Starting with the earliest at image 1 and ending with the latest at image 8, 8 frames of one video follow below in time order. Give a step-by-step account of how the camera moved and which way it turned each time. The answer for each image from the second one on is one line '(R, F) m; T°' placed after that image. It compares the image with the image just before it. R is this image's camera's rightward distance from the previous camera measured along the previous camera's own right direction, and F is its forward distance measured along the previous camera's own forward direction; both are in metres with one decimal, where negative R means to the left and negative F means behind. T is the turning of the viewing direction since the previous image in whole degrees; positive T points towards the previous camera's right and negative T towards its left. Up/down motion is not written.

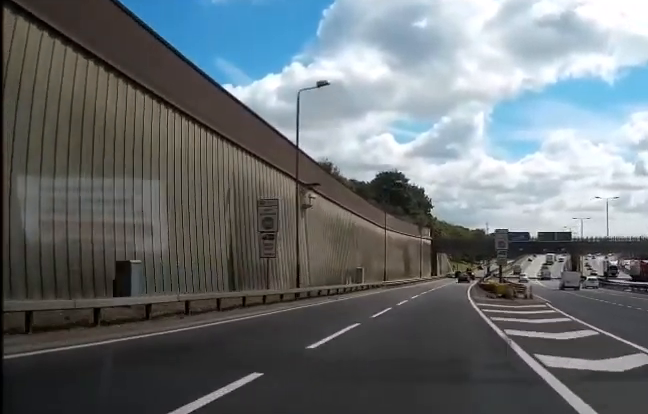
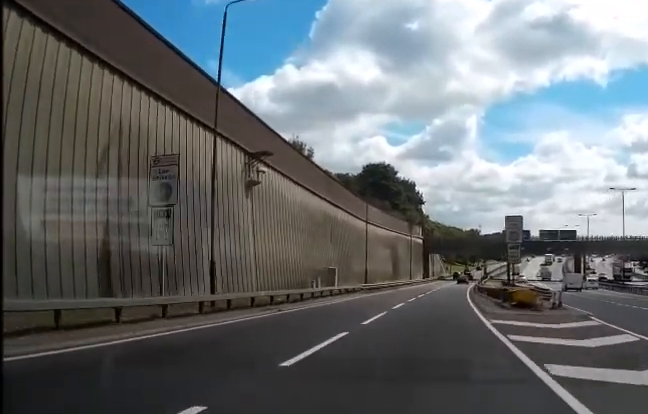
(0.0, +10.9) m; 0°
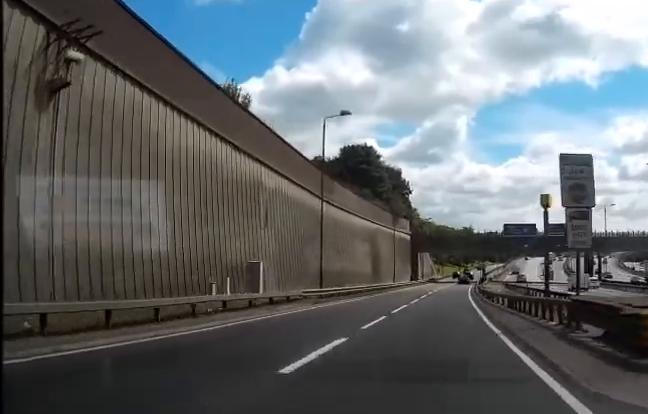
(0.0, +17.3) m; +1°
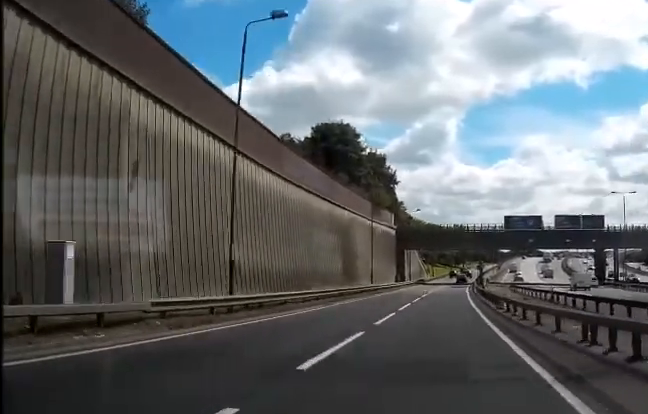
(0.0, +14.8) m; +1°
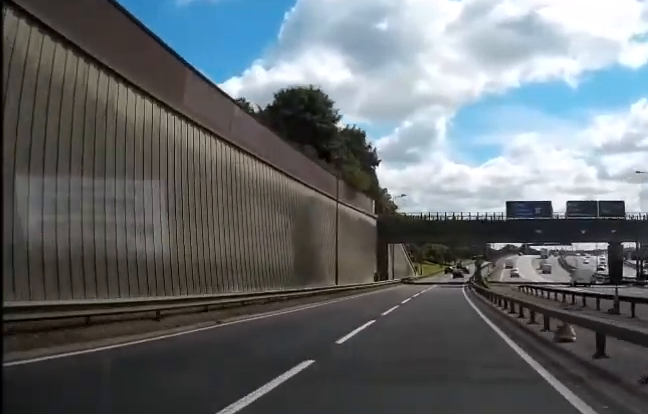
(+0.4, +14.8) m; +1°
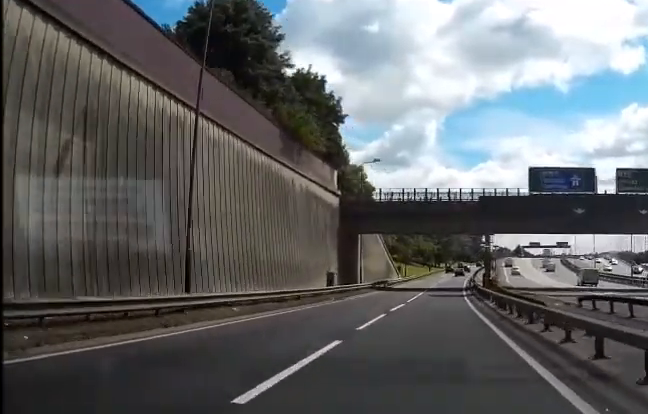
(+0.1, +24.4) m; 0°
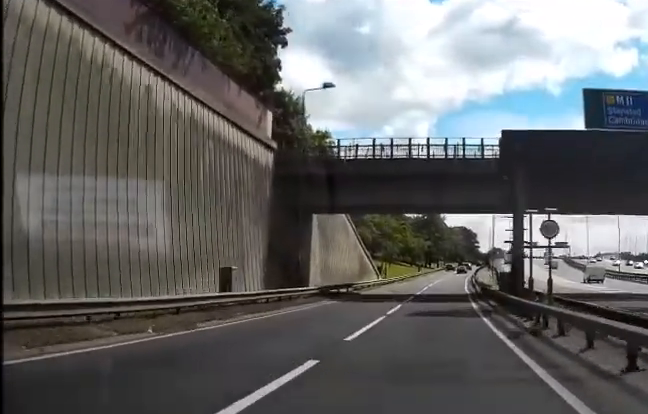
(0.0, +21.2) m; +1°
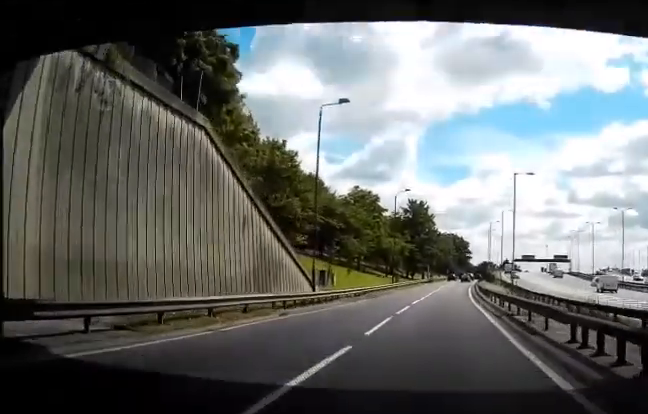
(+0.5, +33.8) m; +2°
